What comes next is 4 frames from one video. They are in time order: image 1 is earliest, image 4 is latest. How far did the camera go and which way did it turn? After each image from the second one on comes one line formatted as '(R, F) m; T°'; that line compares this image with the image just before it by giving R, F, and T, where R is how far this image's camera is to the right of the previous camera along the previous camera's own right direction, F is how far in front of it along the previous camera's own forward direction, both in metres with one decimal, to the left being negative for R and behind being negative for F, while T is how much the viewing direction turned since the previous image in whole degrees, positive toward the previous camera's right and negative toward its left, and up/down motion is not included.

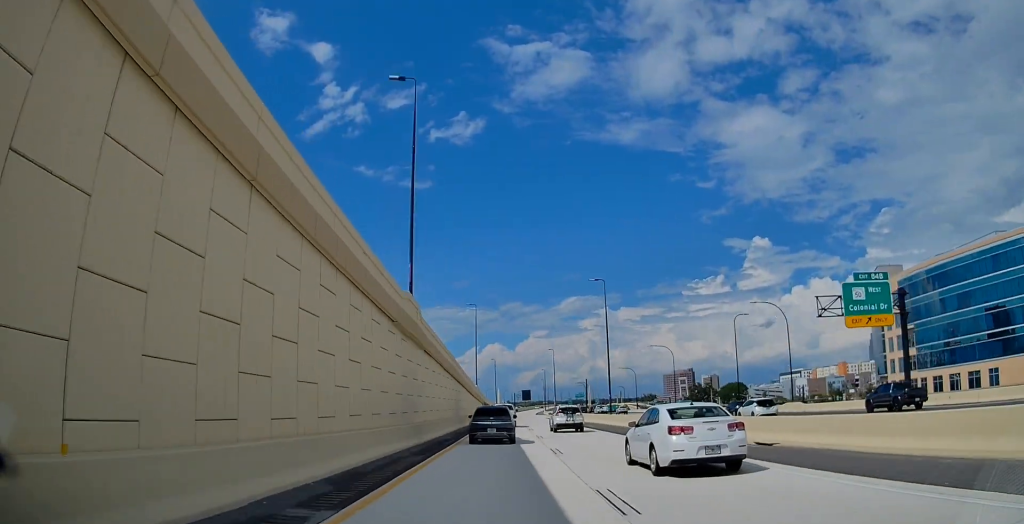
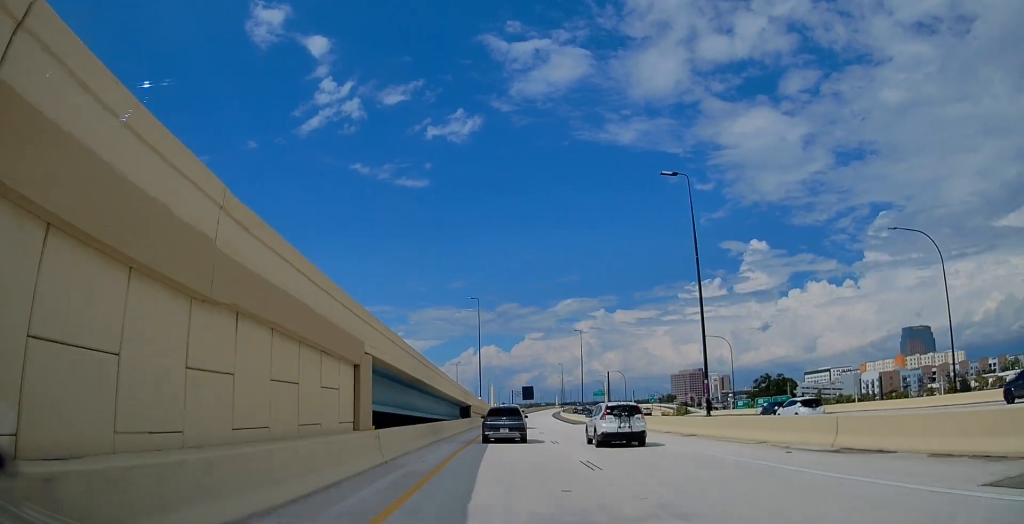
(-0.1, +91.9) m; +1°
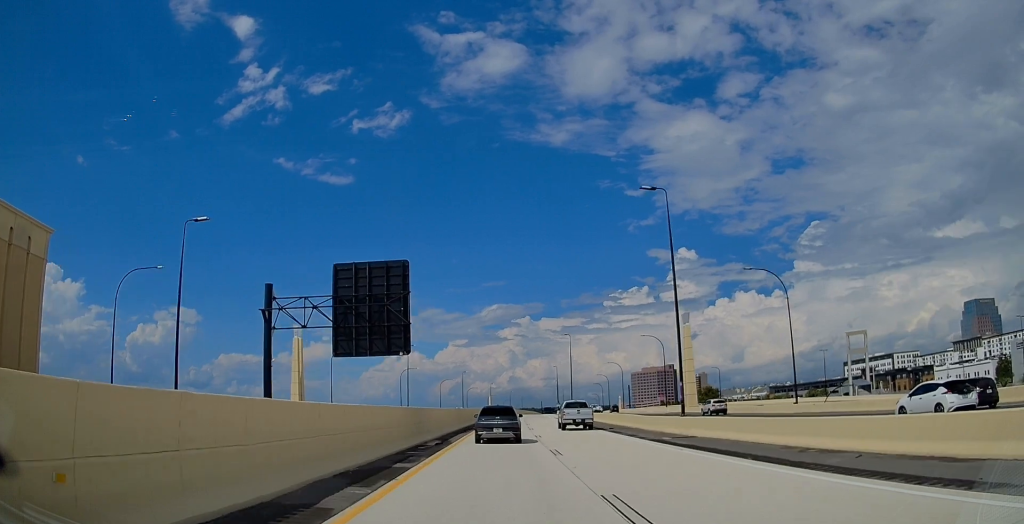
(+15.5, +264.0) m; +7°
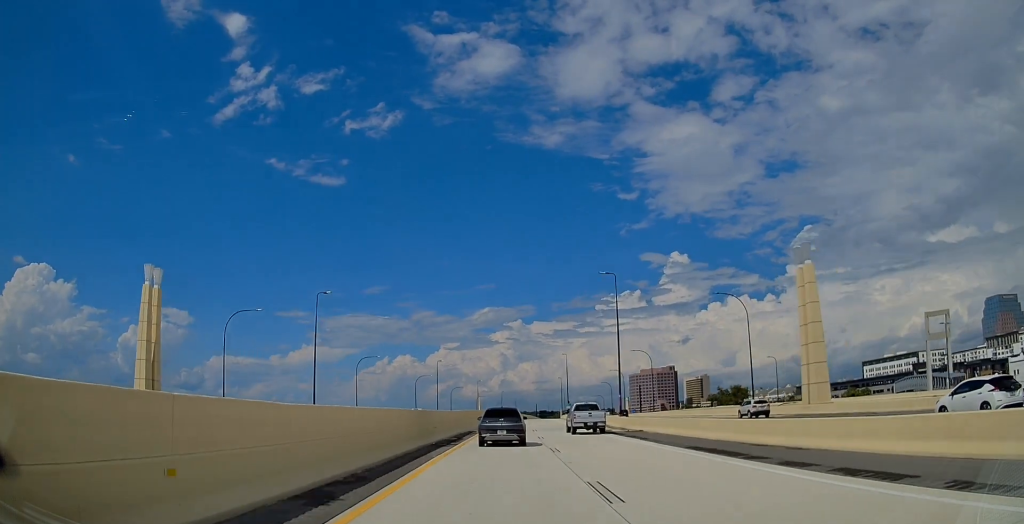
(+0.3, +46.8) m; +1°
